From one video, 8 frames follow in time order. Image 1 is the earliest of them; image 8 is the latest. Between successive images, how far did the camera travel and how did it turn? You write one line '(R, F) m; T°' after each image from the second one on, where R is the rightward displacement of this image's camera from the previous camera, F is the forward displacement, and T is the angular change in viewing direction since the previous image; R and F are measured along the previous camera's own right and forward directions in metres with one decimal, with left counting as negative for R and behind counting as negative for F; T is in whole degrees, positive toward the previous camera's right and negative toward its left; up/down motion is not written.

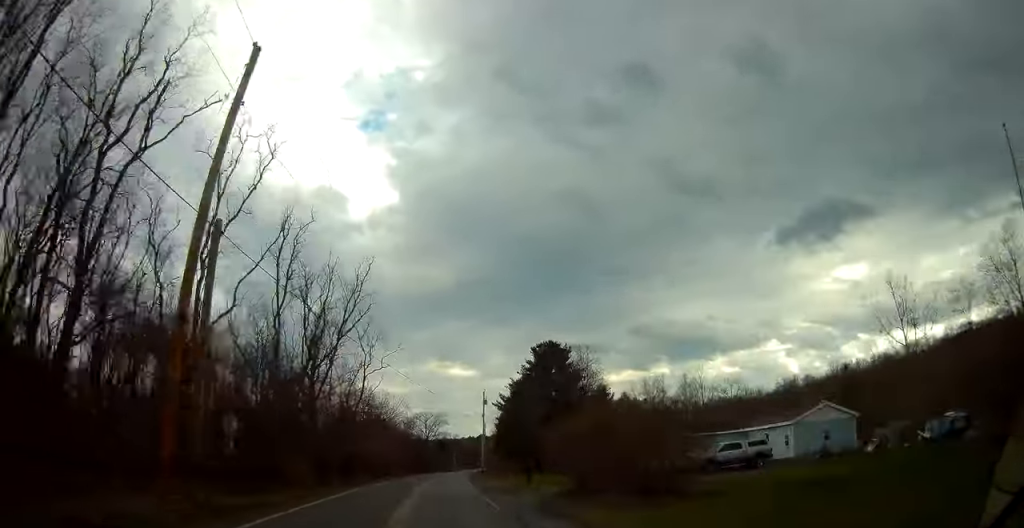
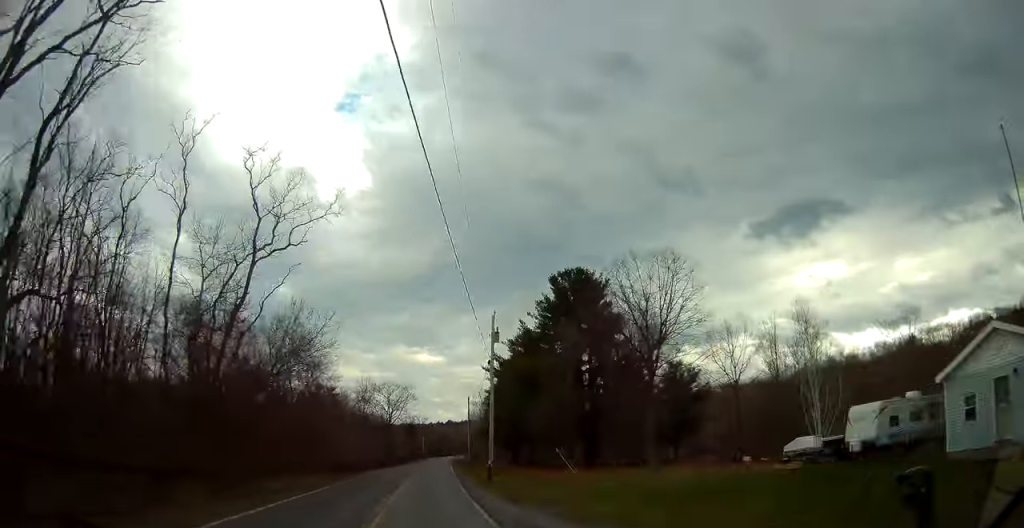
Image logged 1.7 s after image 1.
(+0.1, +35.1) m; +1°
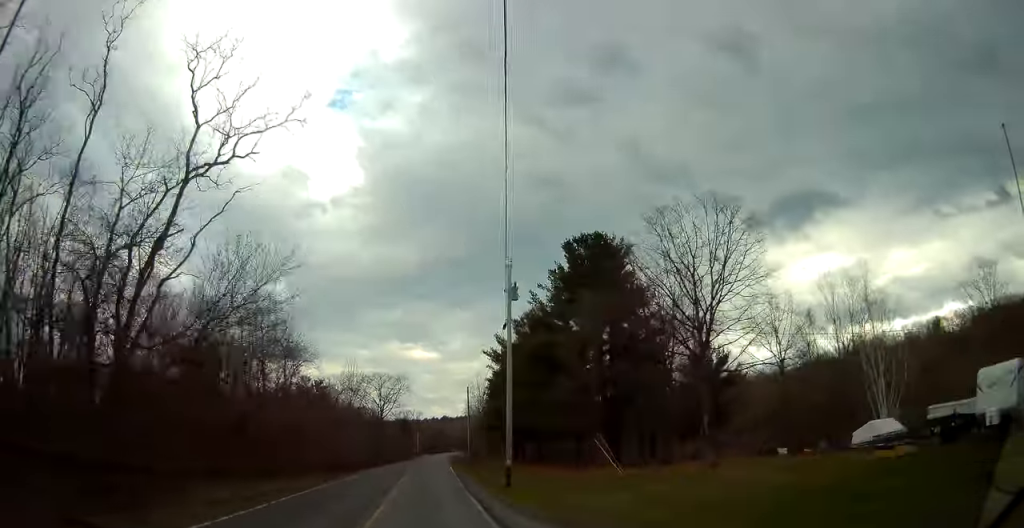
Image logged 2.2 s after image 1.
(-0.1, +9.5) m; 0°
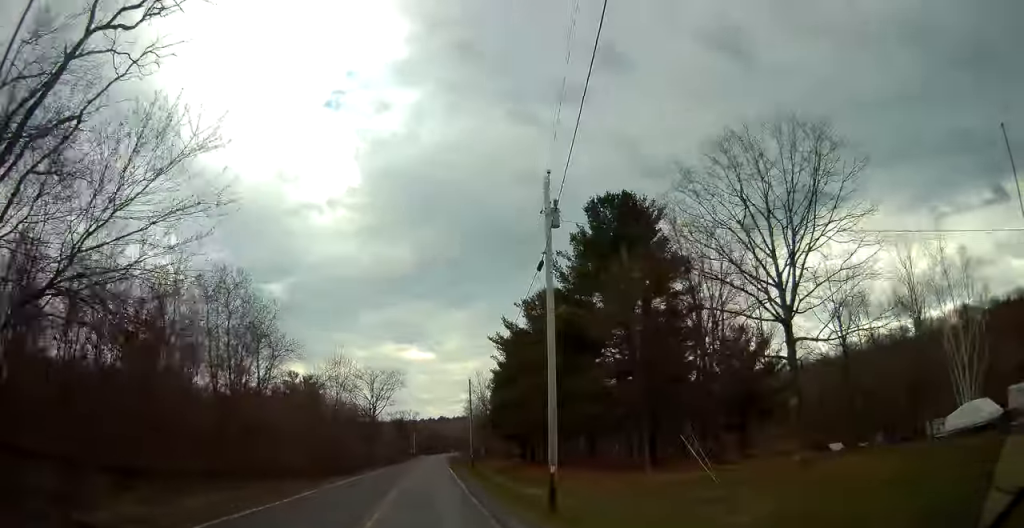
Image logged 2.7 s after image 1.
(+0.2, +9.5) m; +1°
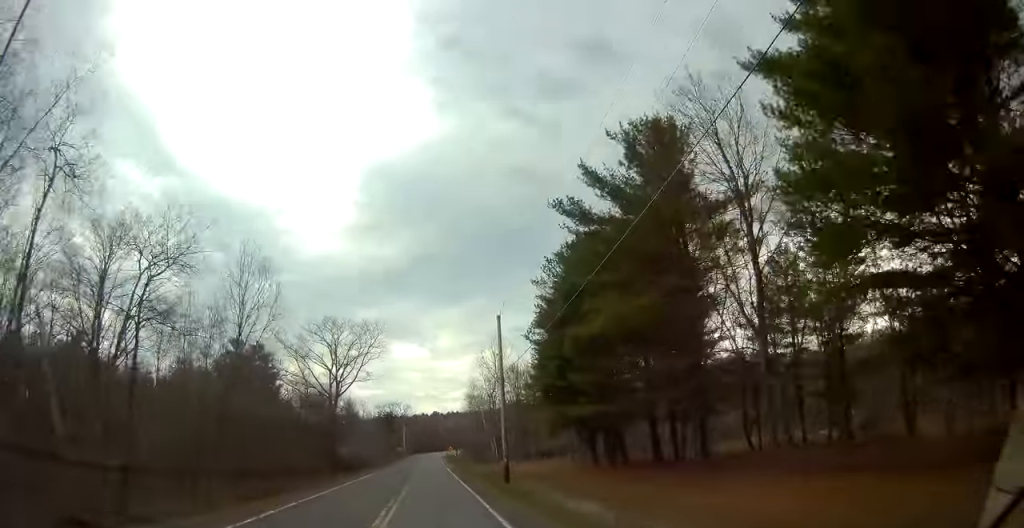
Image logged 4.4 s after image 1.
(+0.7, +34.5) m; +1°
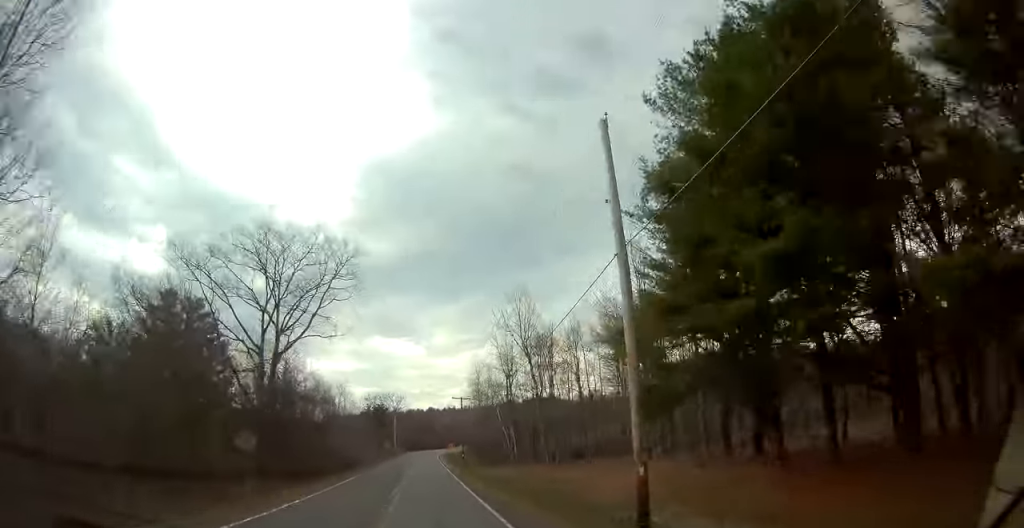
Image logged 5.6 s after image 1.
(-0.1, +24.9) m; +1°
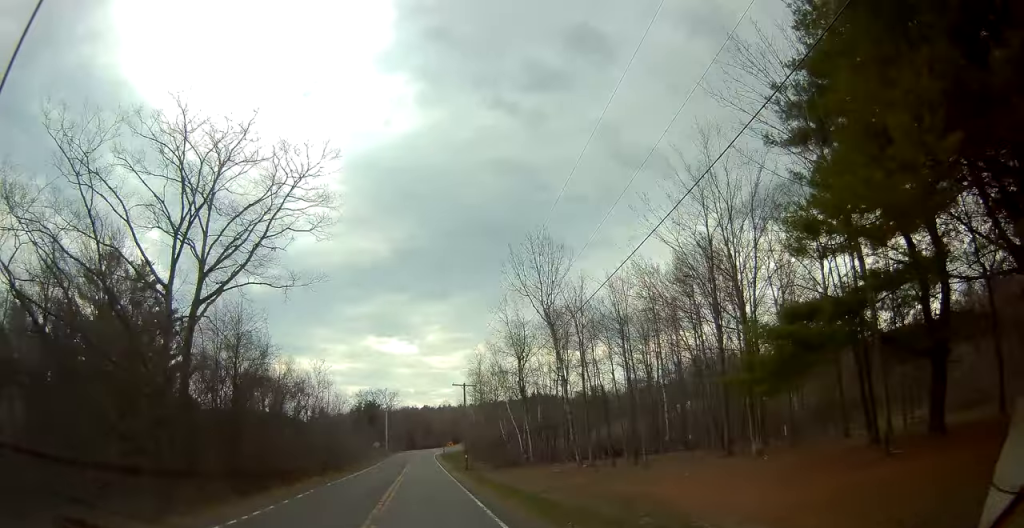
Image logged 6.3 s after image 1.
(+0.2, +13.4) m; 0°
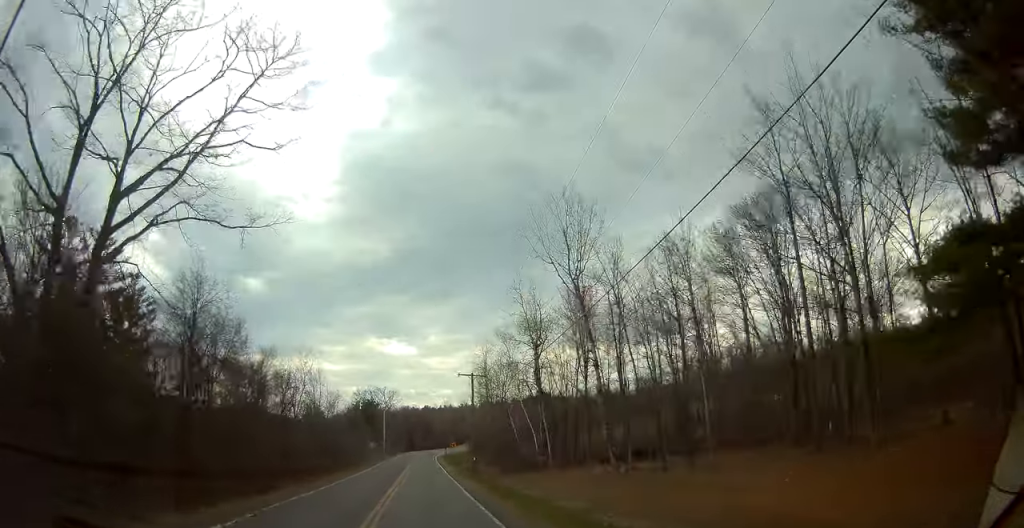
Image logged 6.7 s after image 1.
(0.0, +8.6) m; 0°
